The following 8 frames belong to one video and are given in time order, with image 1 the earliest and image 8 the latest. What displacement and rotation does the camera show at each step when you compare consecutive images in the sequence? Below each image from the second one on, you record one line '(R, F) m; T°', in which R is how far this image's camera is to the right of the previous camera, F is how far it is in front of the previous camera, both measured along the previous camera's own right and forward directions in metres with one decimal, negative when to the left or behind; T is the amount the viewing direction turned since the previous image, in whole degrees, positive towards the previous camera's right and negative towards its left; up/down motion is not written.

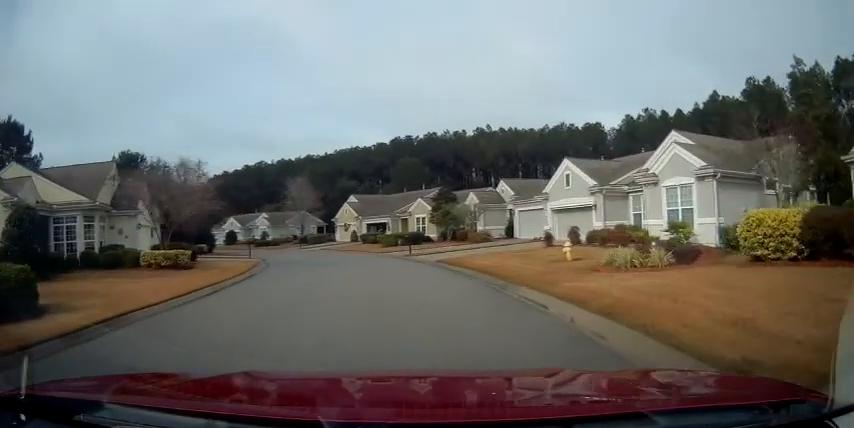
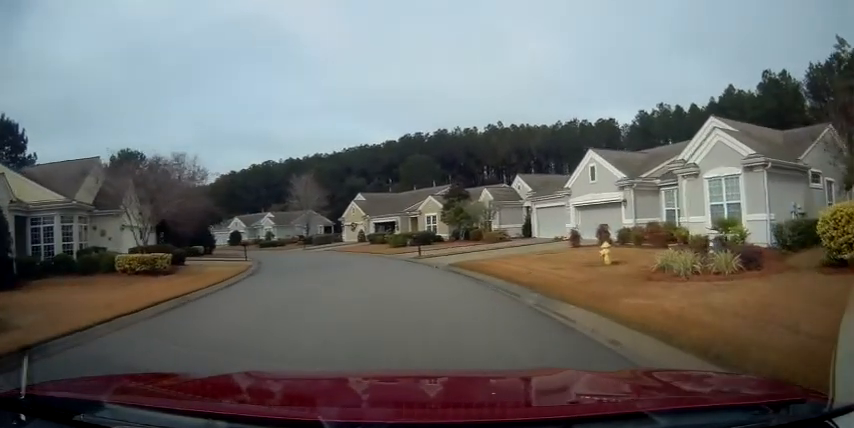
(0.0, +3.0) m; 0°
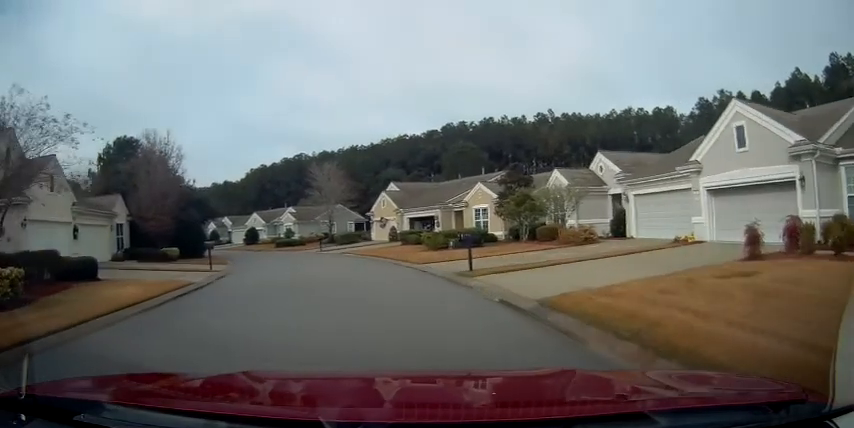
(-0.5, +11.7) m; -8°
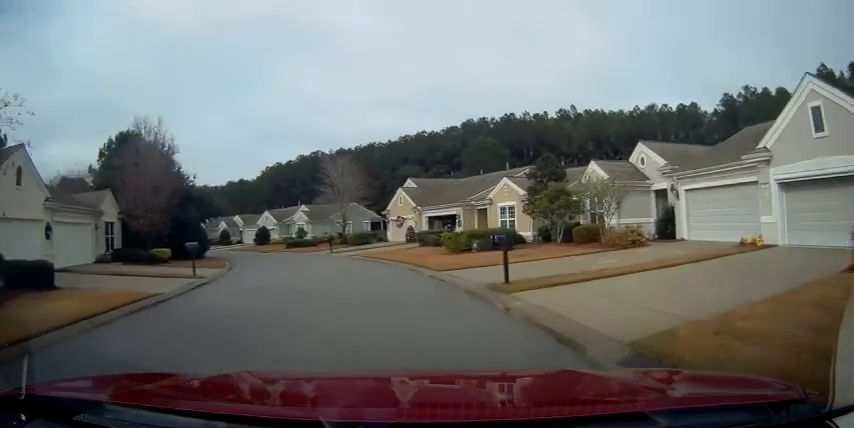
(-0.3, +3.8) m; -3°
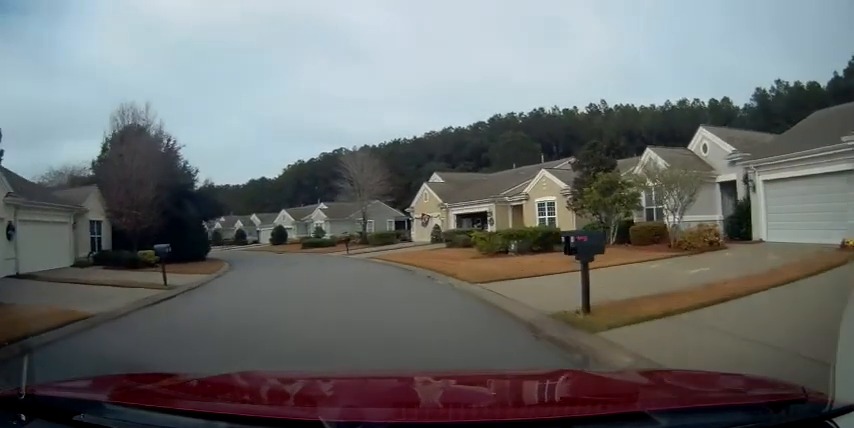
(-0.1, +4.6) m; -1°
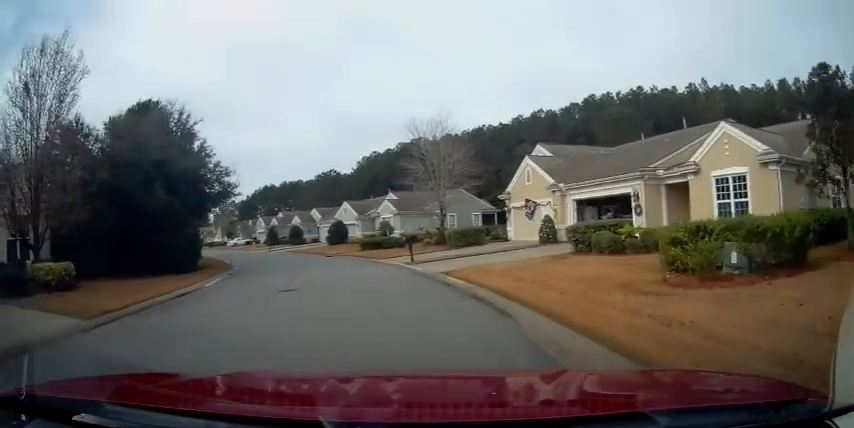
(-0.7, +13.1) m; -10°
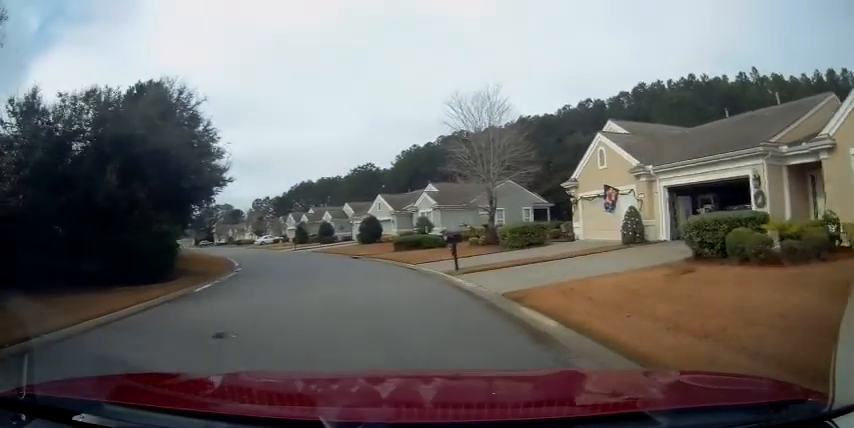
(-0.4, +6.4) m; -6°
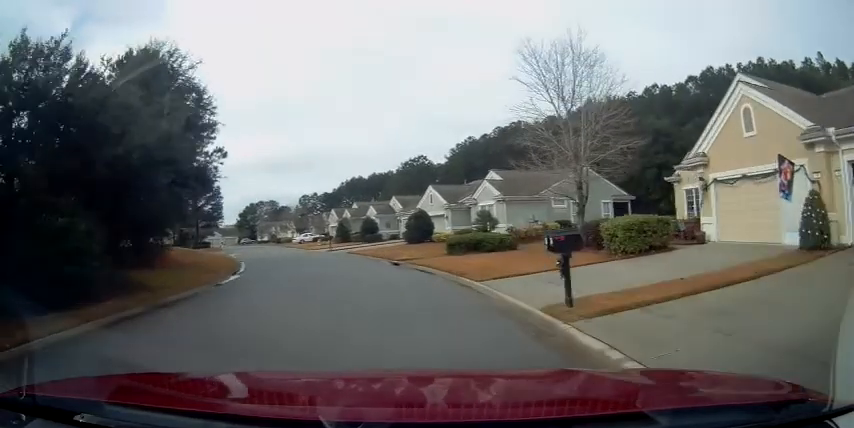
(-0.4, +8.4) m; -5°
